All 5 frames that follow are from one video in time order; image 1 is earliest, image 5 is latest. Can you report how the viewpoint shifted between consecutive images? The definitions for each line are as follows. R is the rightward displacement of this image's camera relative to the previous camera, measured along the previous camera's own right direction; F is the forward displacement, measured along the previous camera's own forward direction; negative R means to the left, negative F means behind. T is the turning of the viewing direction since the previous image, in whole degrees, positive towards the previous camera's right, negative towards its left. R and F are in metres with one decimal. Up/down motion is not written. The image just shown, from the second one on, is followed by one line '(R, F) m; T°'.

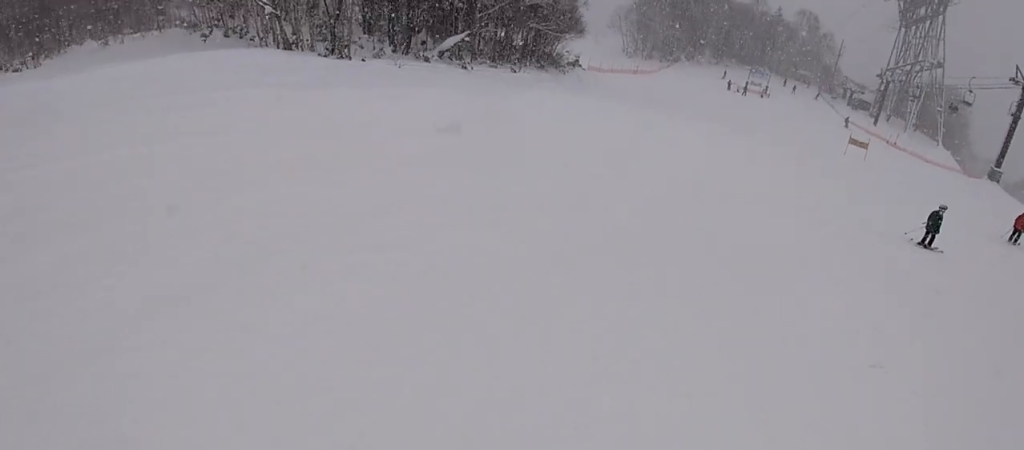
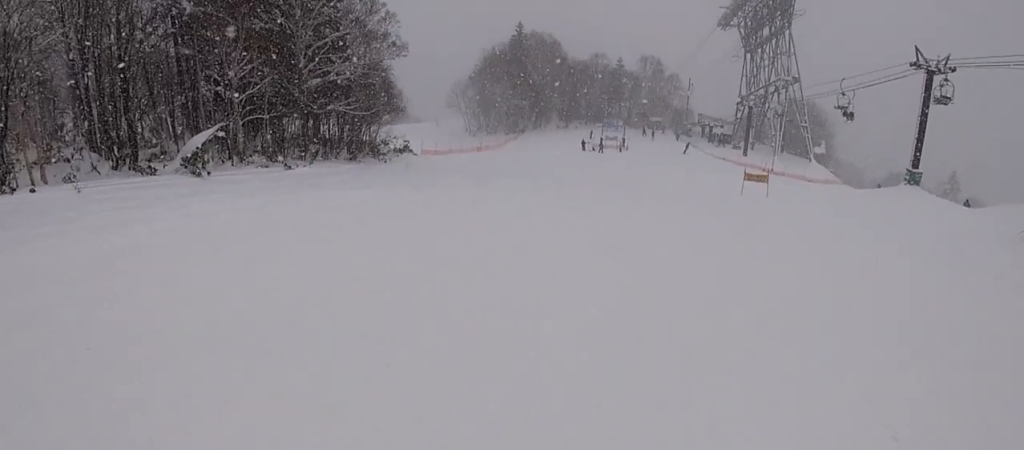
(-0.1, +12.6) m; +9°
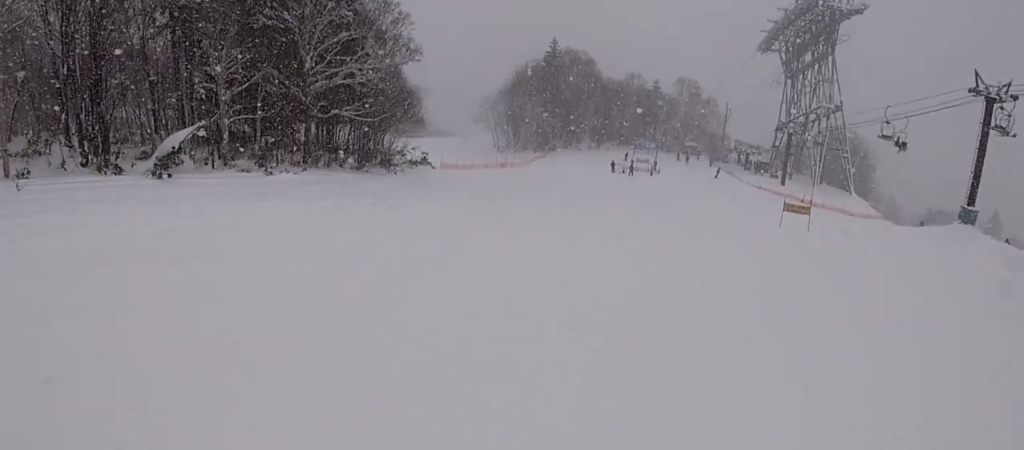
(+0.2, +3.6) m; +1°
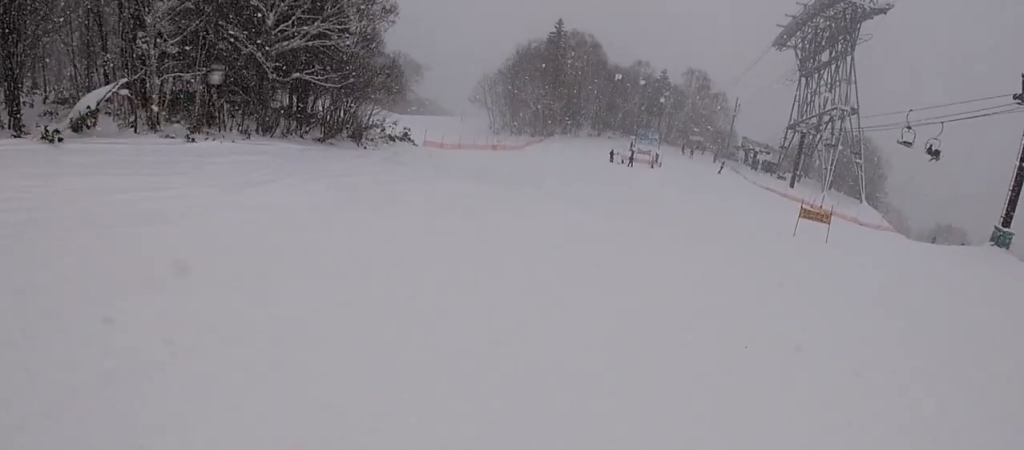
(+0.1, +4.4) m; +1°
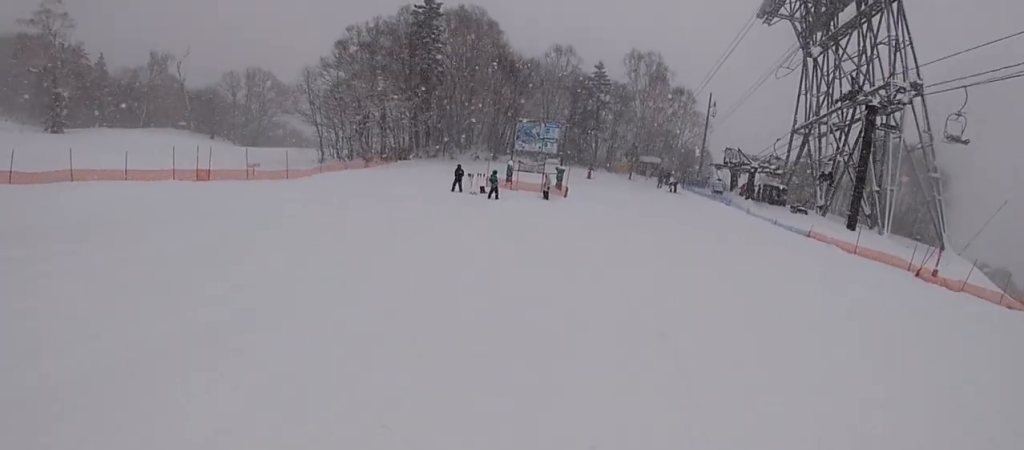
(+1.3, +39.1) m; -3°
